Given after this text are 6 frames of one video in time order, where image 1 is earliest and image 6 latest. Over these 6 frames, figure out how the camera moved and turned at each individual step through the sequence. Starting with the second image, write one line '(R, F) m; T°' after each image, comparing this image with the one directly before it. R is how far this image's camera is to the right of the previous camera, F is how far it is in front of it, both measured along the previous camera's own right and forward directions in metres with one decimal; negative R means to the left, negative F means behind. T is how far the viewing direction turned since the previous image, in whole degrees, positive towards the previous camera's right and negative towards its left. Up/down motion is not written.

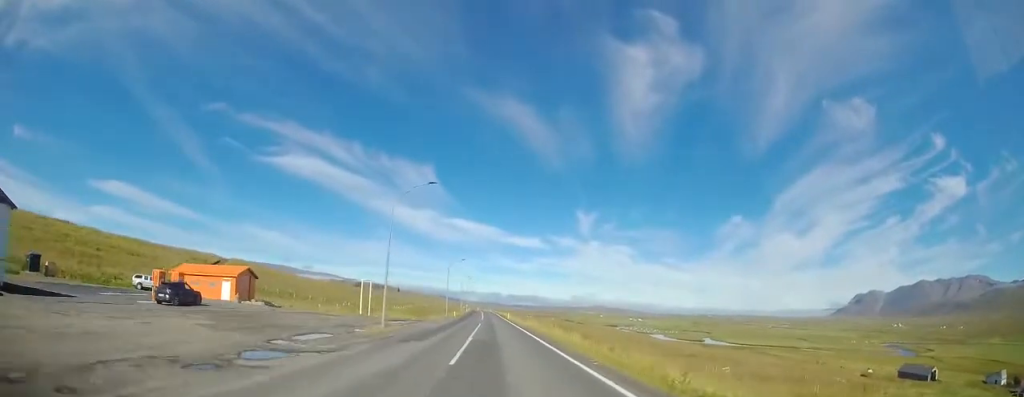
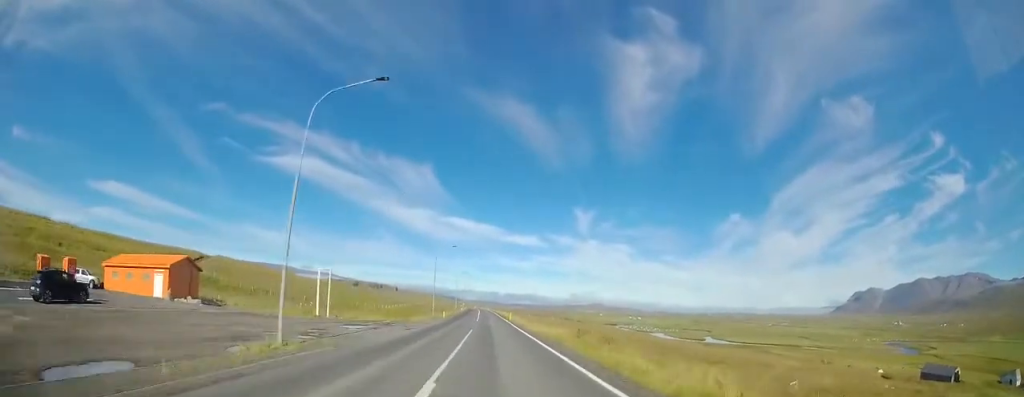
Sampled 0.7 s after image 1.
(0.0, +11.2) m; +1°
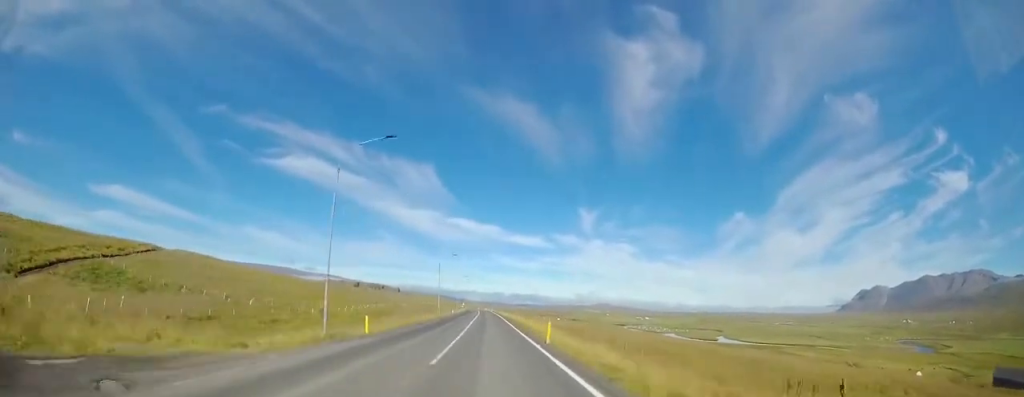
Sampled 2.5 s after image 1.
(0.0, +30.9) m; -1°
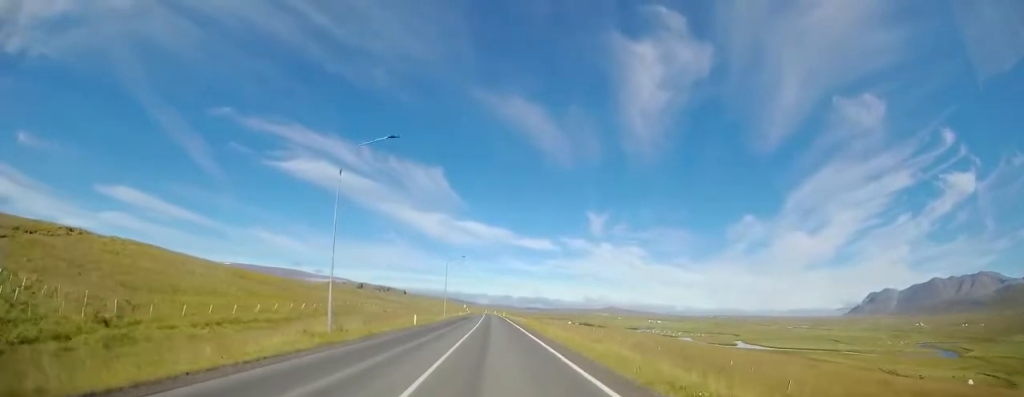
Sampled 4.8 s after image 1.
(-0.6, +39.2) m; -1°
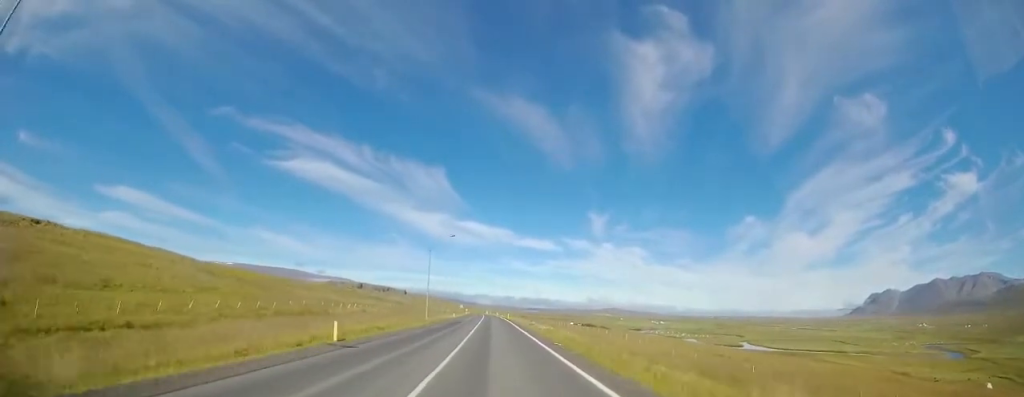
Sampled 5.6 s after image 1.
(0.0, +15.3) m; +1°
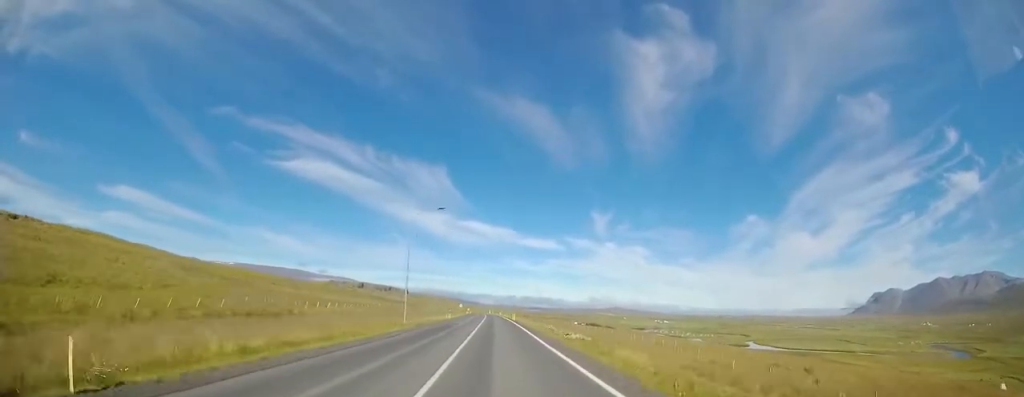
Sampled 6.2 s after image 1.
(+0.1, +10.6) m; 0°
